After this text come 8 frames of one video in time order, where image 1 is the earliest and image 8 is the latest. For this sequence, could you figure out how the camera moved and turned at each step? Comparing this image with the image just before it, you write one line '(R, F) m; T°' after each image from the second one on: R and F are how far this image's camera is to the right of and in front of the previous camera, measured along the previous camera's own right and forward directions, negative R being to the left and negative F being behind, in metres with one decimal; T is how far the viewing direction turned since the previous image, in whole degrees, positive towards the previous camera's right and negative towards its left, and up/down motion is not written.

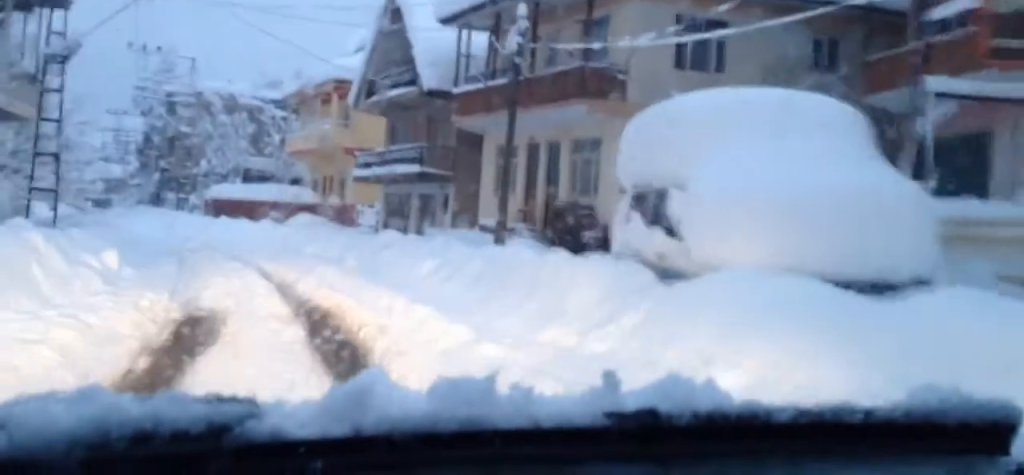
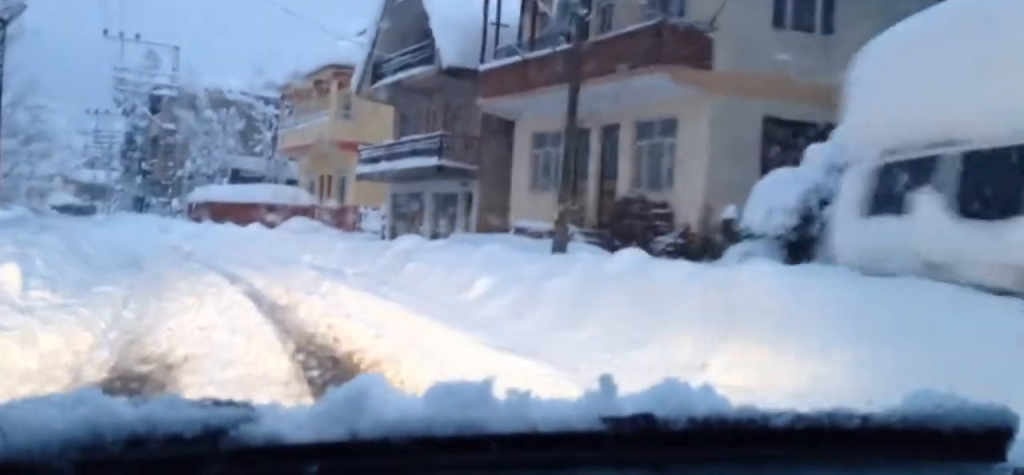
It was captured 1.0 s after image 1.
(+0.2, +5.6) m; 0°
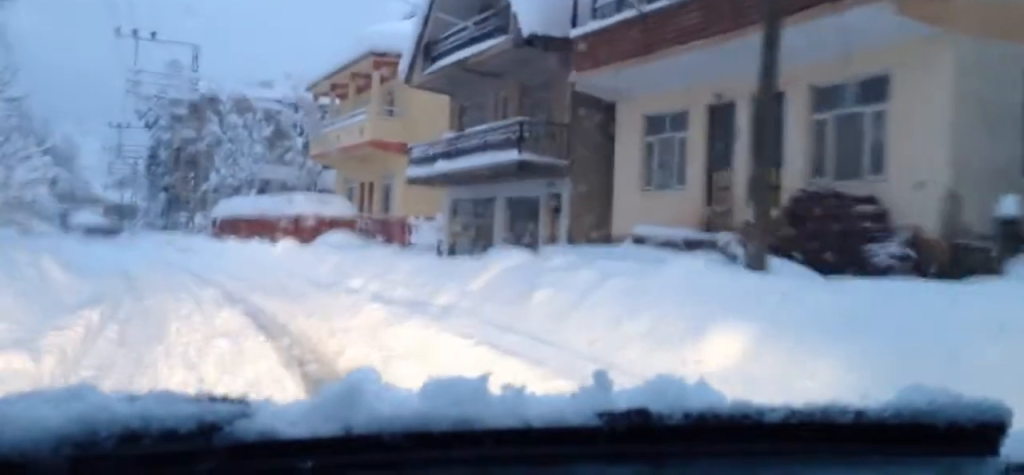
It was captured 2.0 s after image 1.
(-0.3, +6.5) m; -3°
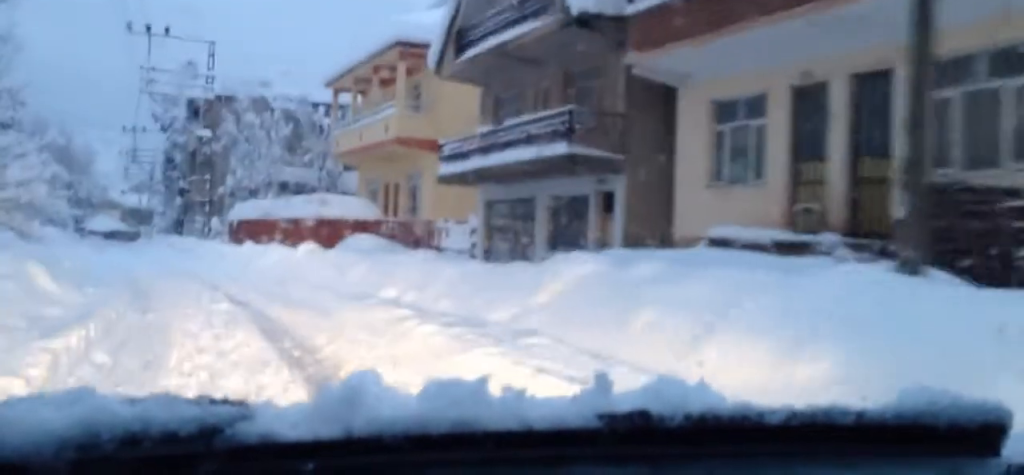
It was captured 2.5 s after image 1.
(0.0, +2.5) m; 0°
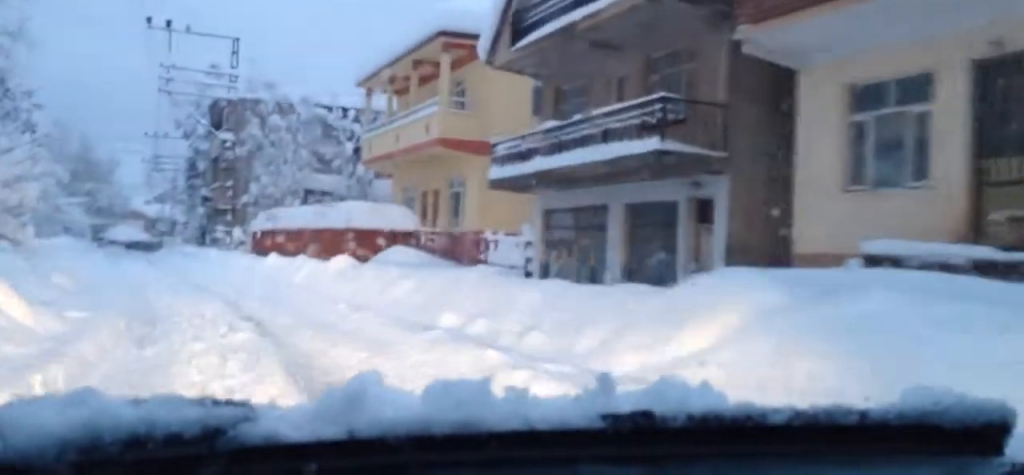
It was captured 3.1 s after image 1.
(0.0, +3.8) m; +1°
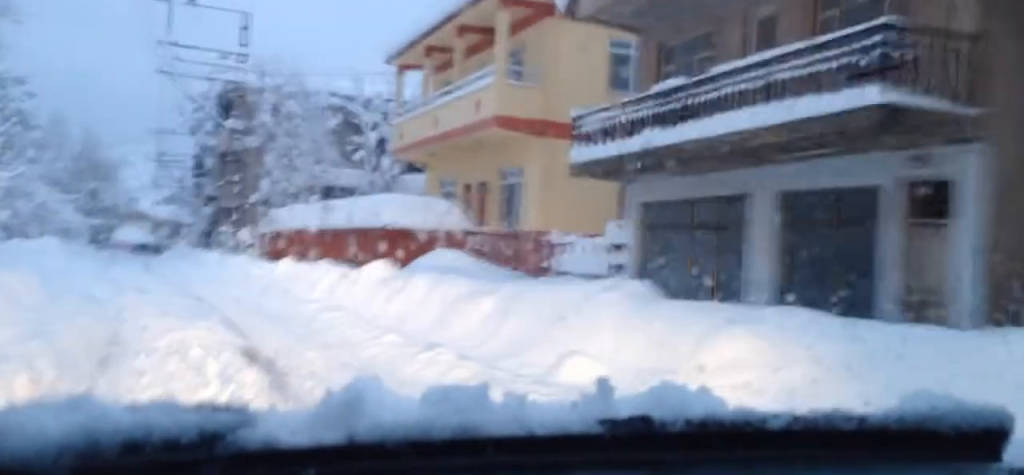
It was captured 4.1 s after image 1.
(+0.1, +5.9) m; 0°
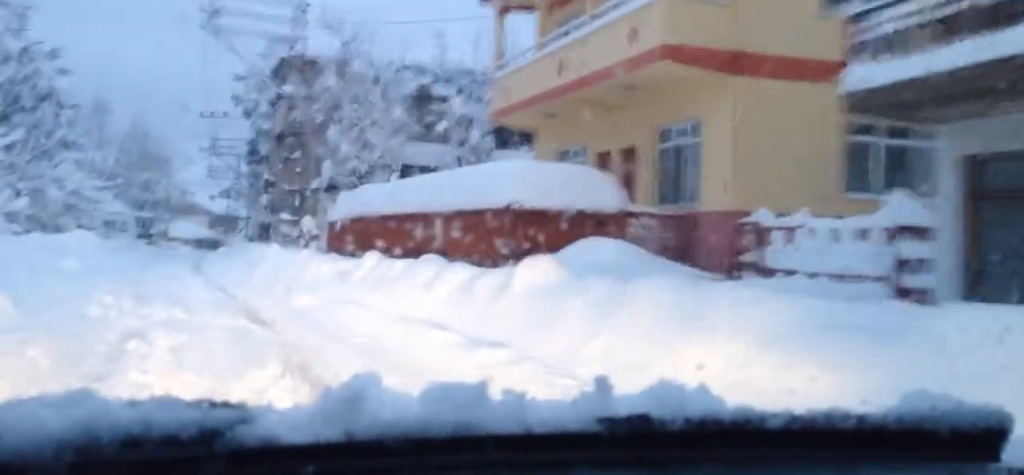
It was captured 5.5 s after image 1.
(-0.1, +7.2) m; -2°
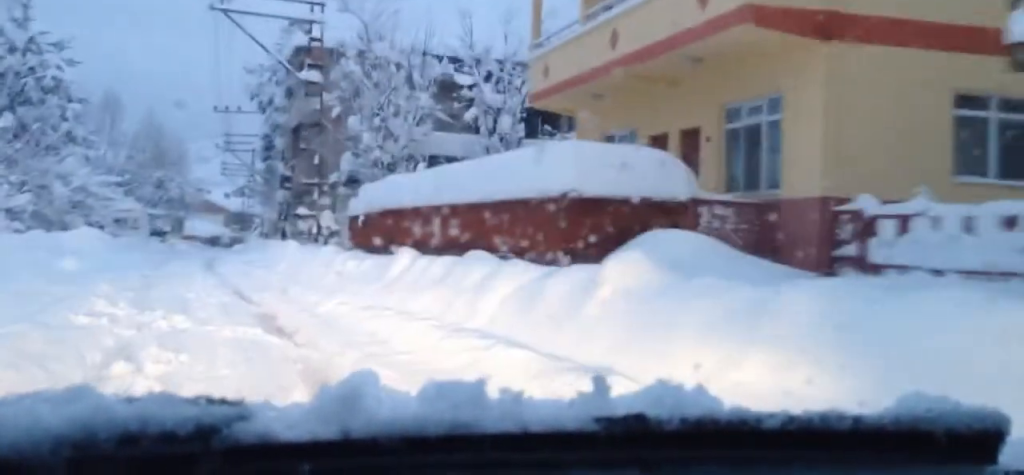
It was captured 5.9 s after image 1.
(+0.1, +2.3) m; -1°
